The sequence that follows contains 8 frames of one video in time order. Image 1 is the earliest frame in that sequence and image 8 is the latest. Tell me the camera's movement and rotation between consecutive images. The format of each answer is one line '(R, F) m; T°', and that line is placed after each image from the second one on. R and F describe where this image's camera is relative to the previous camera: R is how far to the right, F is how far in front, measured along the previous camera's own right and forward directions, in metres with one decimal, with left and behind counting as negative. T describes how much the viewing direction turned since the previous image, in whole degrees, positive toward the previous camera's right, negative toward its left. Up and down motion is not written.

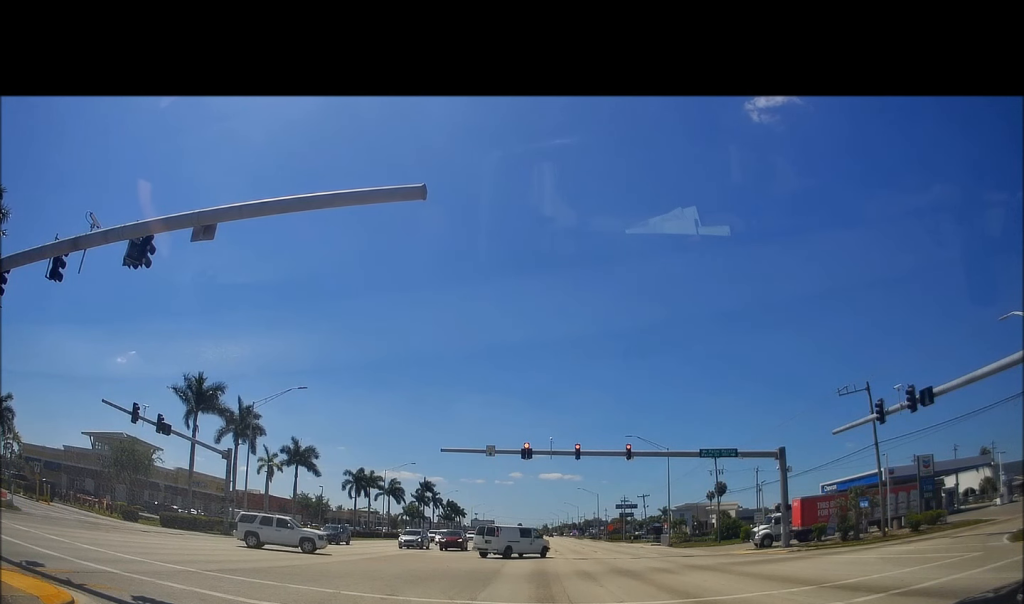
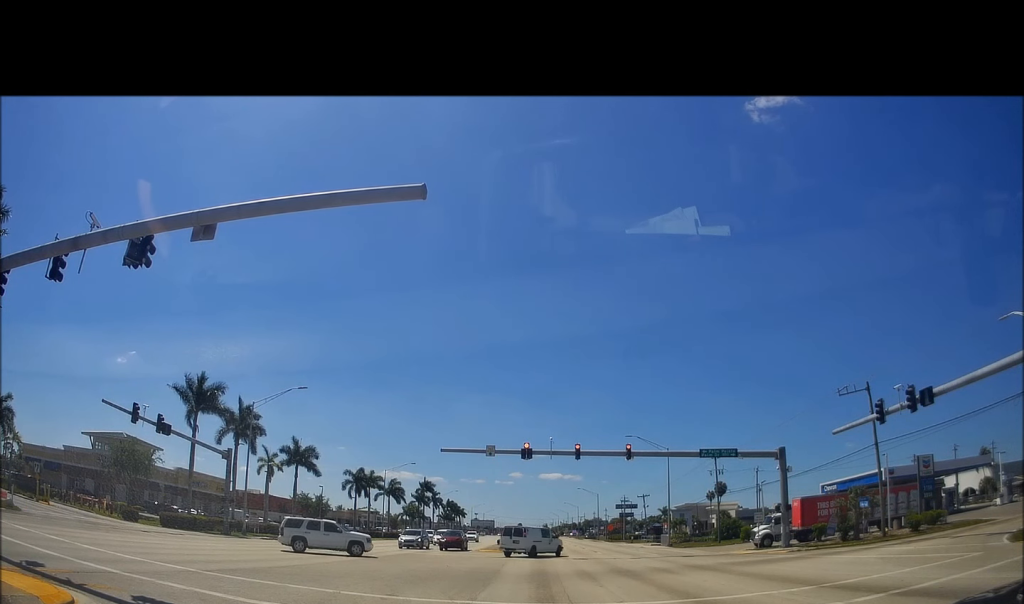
(0.0, 0.0) m; 0°
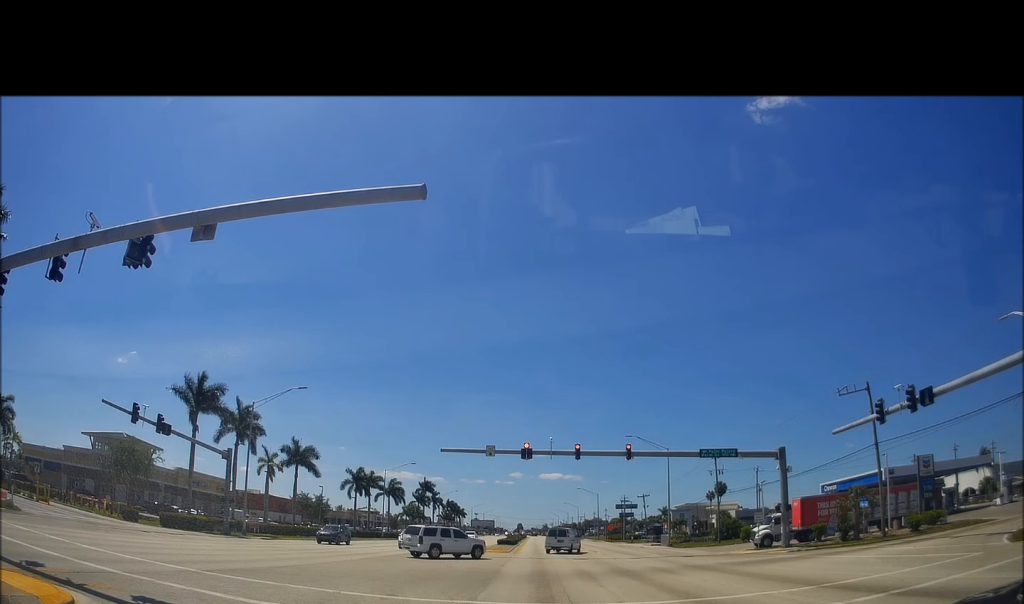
(0.0, 0.0) m; 0°
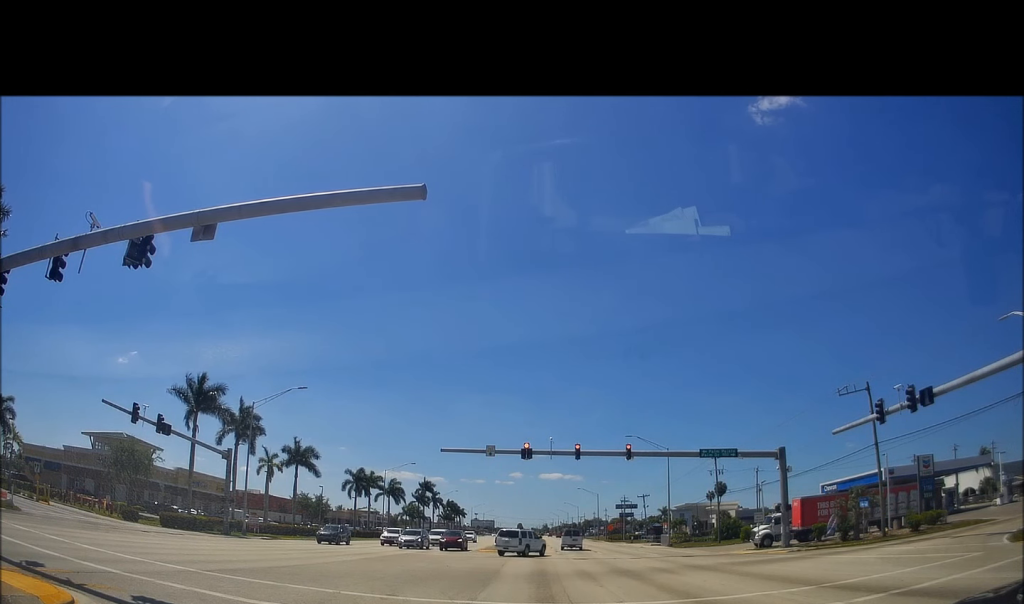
(0.0, 0.0) m; 0°
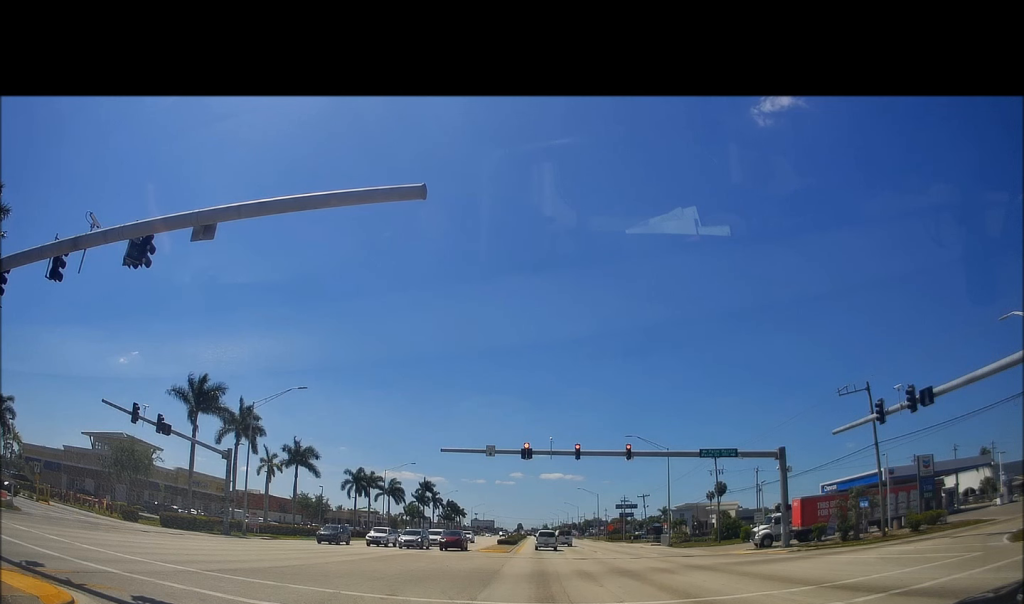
(+0.2, +0.4) m; 0°
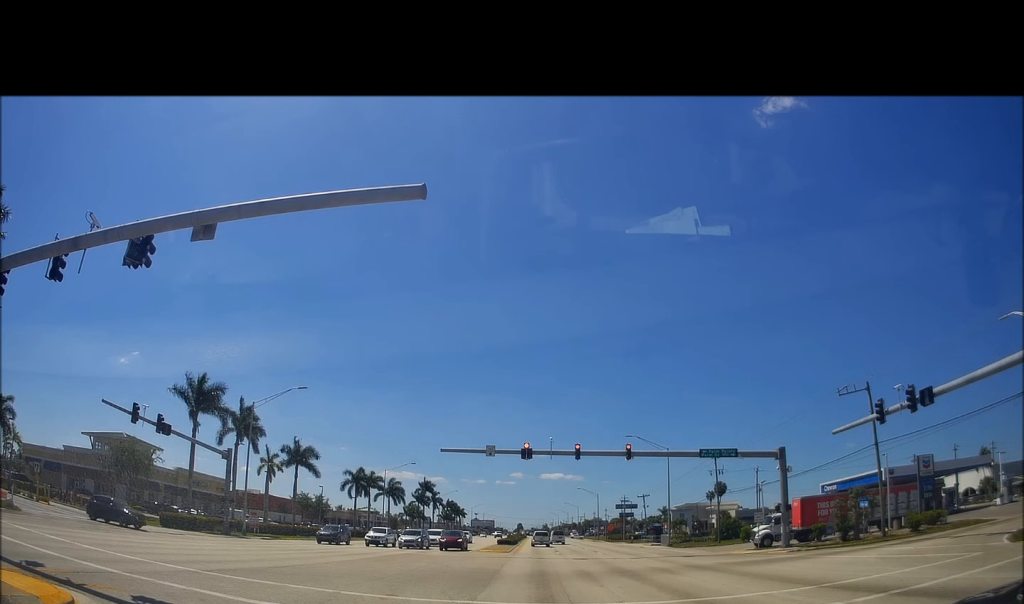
(-0.1, +0.4) m; 0°
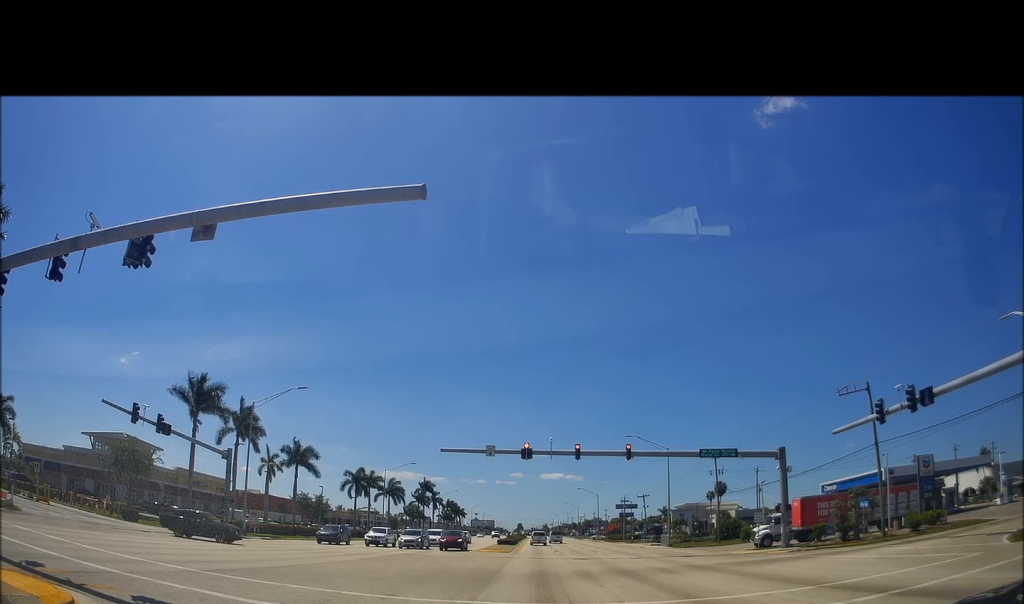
(0.0, 0.0) m; 0°
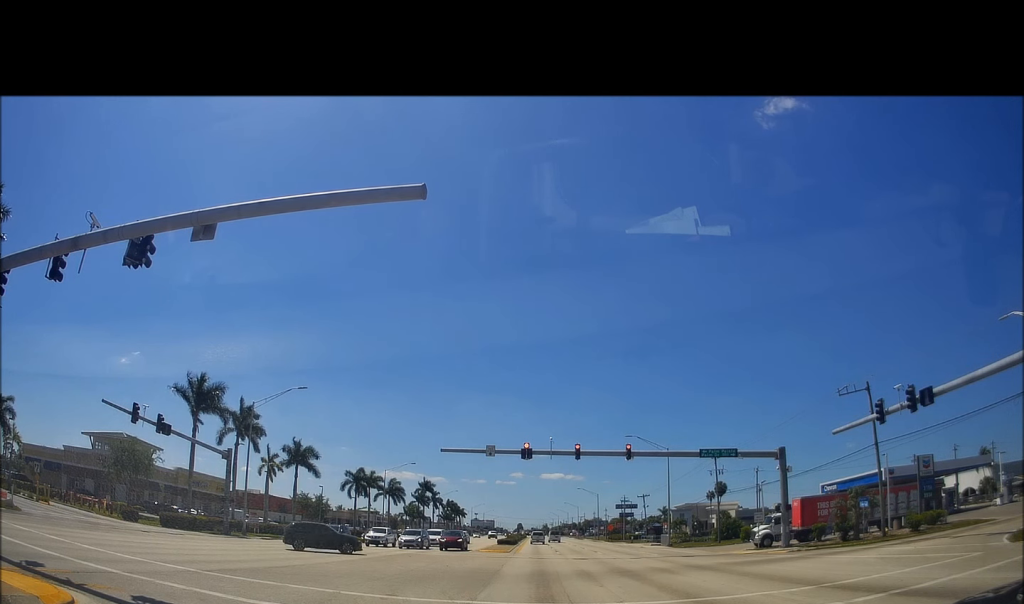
(0.0, 0.0) m; 0°
